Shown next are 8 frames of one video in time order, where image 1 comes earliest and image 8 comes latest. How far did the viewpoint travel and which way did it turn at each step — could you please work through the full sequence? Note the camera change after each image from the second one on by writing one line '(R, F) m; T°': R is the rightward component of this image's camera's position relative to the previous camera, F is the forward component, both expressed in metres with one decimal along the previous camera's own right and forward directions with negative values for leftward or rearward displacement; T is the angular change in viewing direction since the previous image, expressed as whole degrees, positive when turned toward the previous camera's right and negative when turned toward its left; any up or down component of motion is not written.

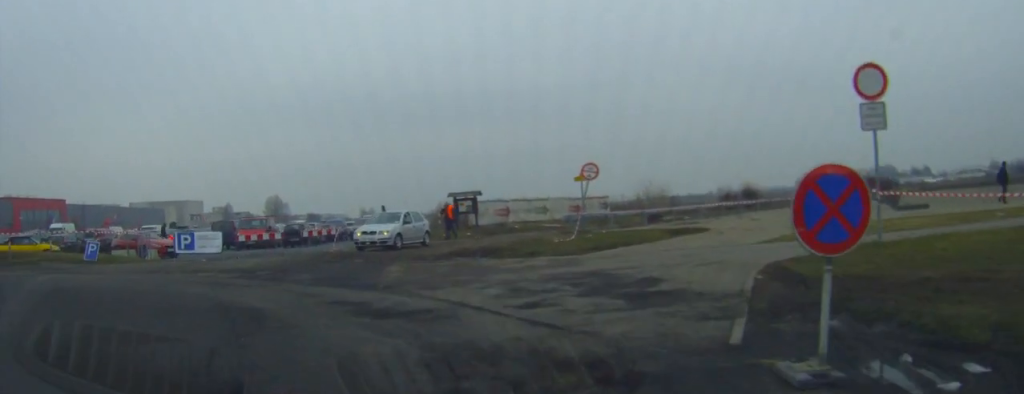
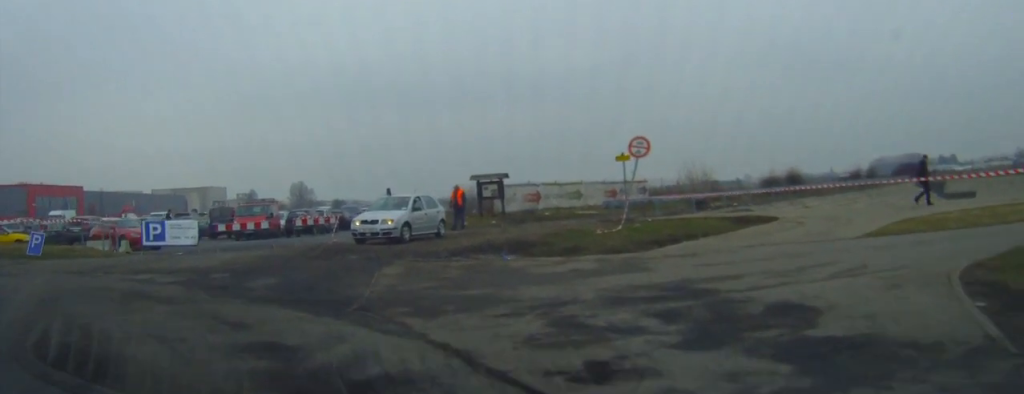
(-0.4, +5.6) m; -6°
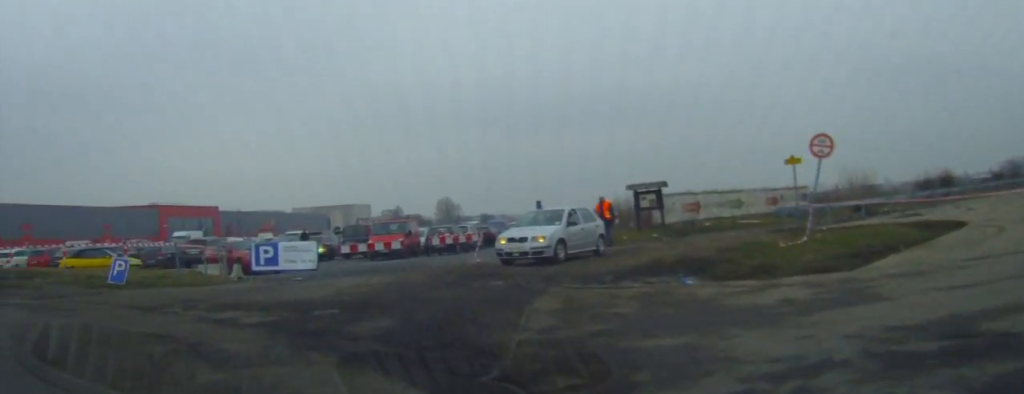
(-0.1, +3.8) m; -7°
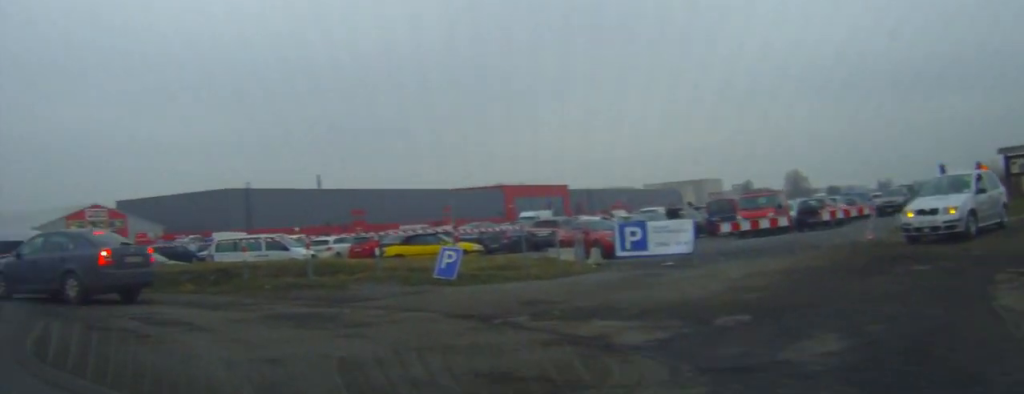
(-0.4, +3.9) m; -20°
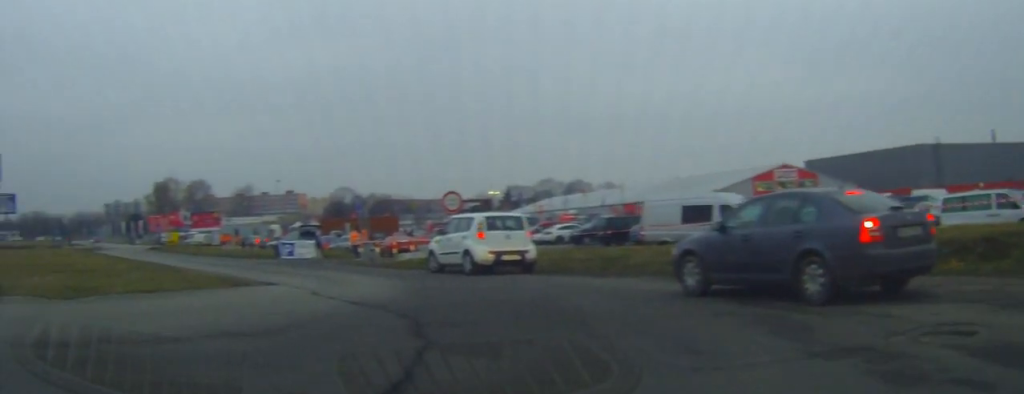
(-2.2, +4.9) m; -52°
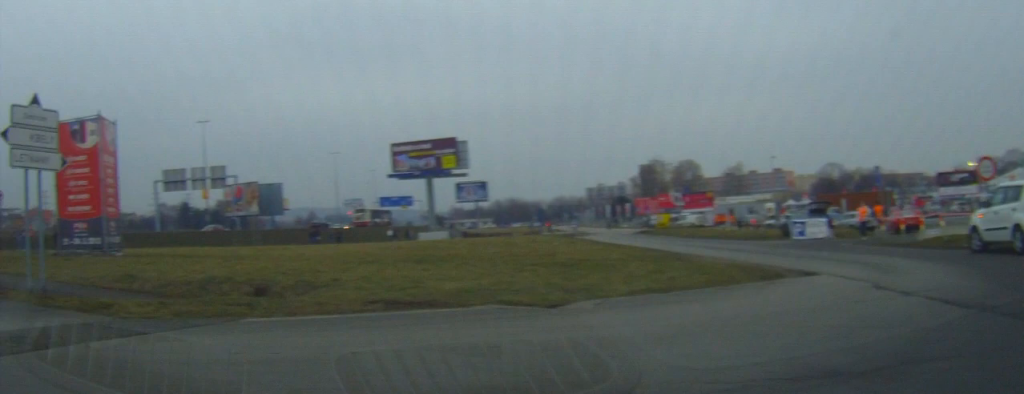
(-1.0, +3.1) m; -35°
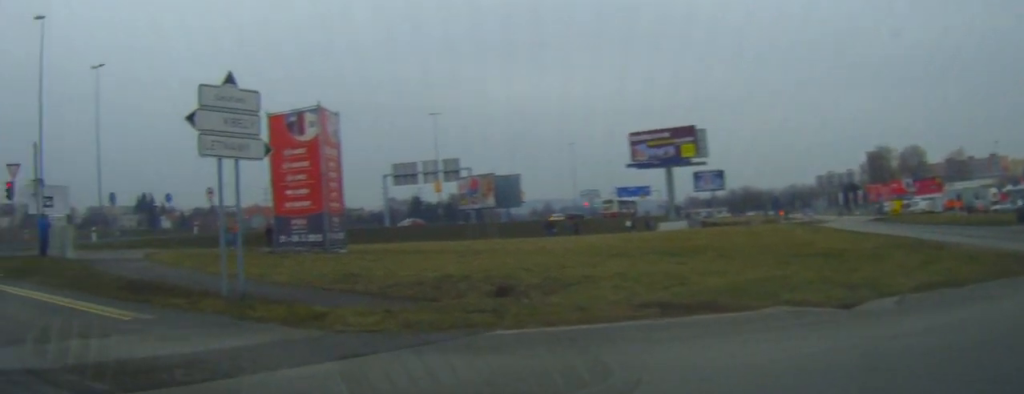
(-0.2, +1.8) m; -17°
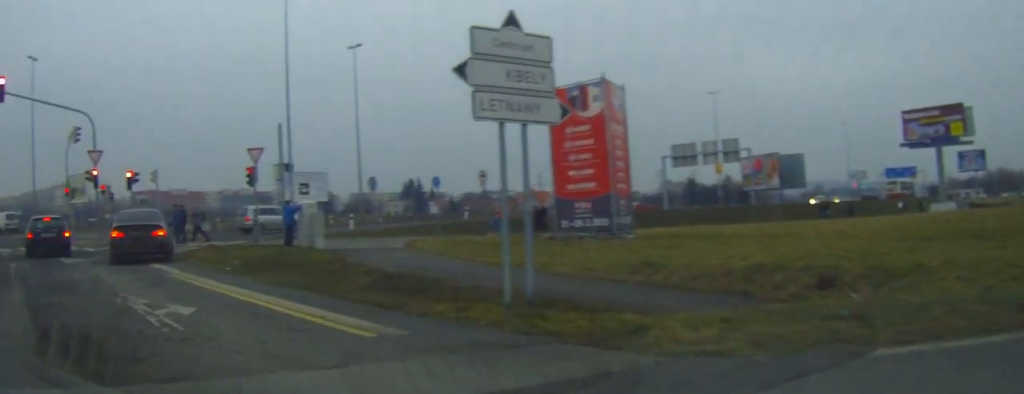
(-0.6, +2.4) m; -18°
